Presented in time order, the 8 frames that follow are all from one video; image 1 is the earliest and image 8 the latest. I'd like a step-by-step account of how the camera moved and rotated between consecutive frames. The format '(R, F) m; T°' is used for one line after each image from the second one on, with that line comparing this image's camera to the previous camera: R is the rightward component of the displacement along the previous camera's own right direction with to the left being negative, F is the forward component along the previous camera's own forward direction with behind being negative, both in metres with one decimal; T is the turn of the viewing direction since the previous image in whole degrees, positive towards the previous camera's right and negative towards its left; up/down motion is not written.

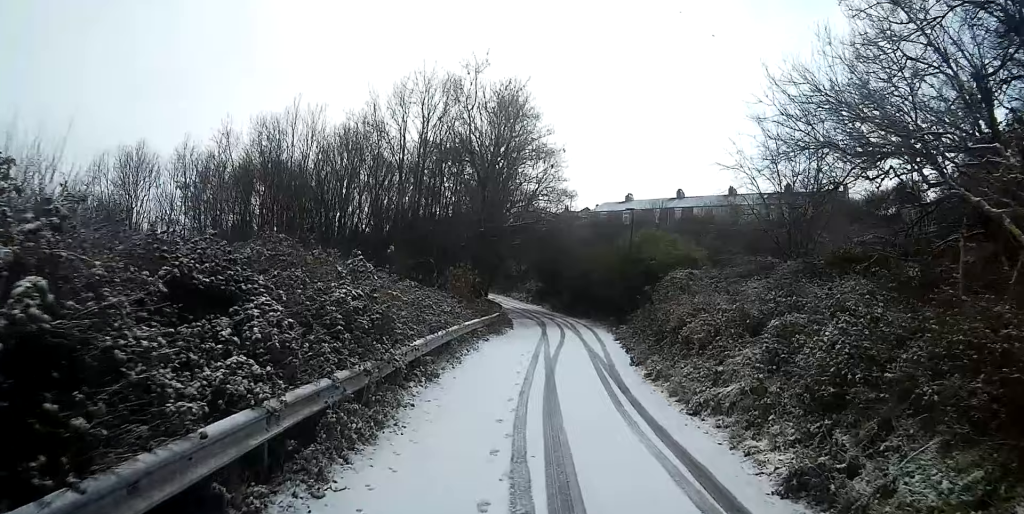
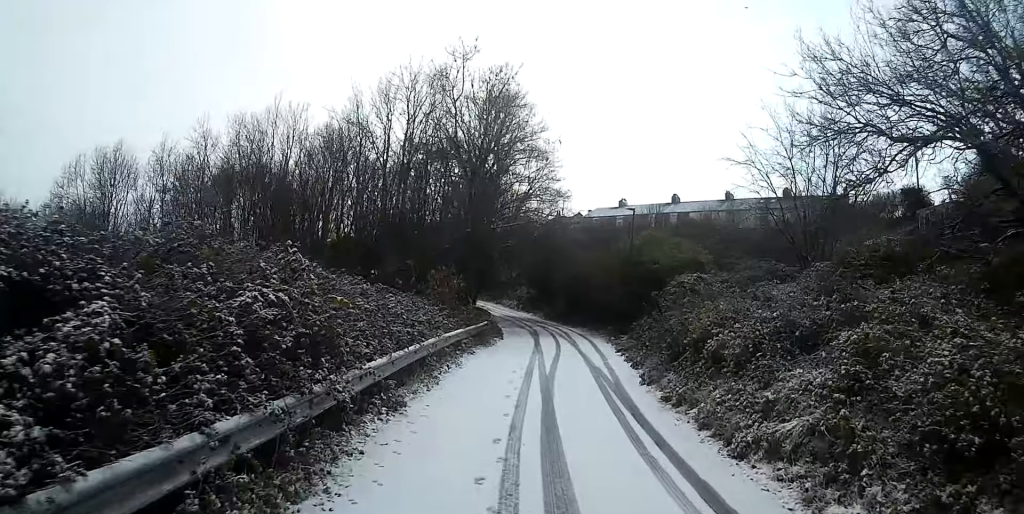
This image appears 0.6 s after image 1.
(-0.1, +2.6) m; -2°
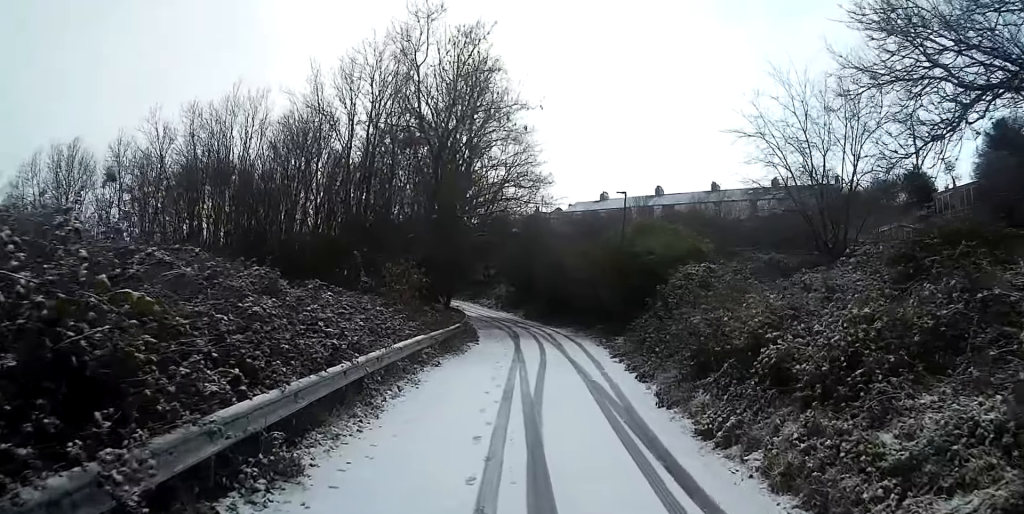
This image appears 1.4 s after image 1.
(-0.1, +3.7) m; -1°
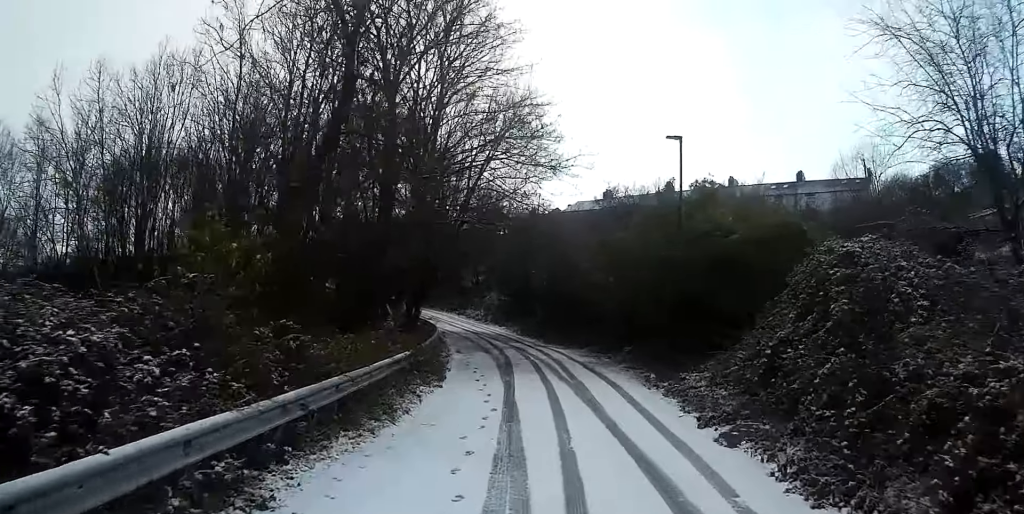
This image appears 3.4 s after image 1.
(+0.3, +9.7) m; +1°
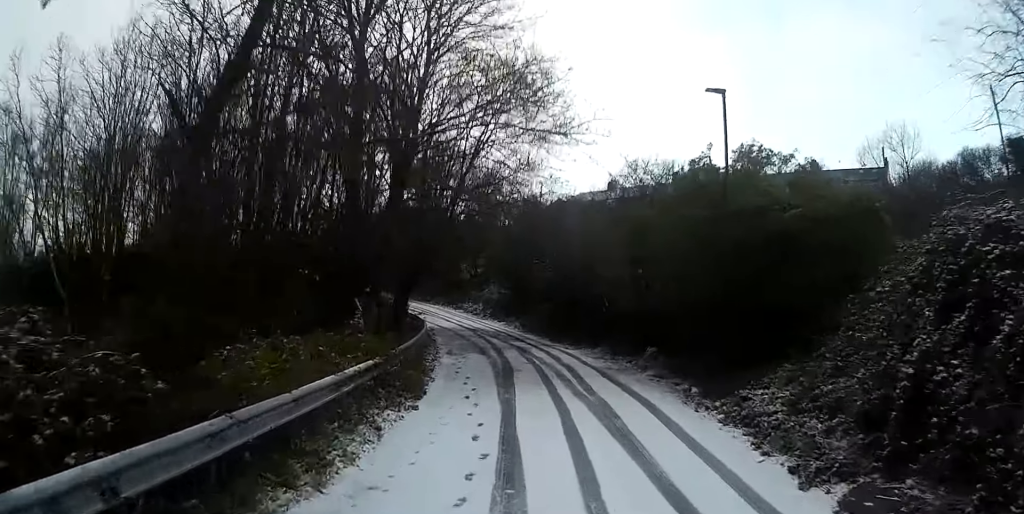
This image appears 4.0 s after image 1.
(0.0, +3.6) m; -1°
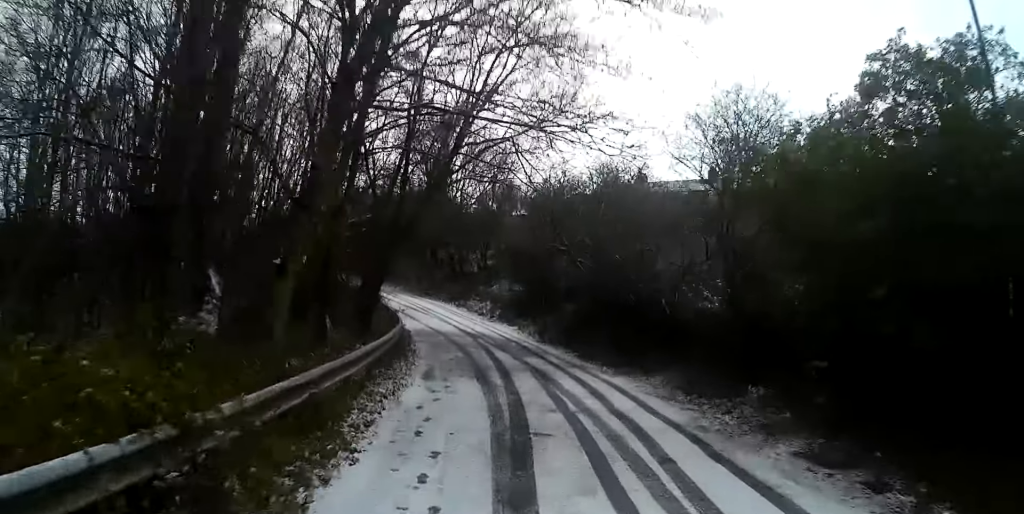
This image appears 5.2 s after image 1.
(-0.1, +7.7) m; -2°
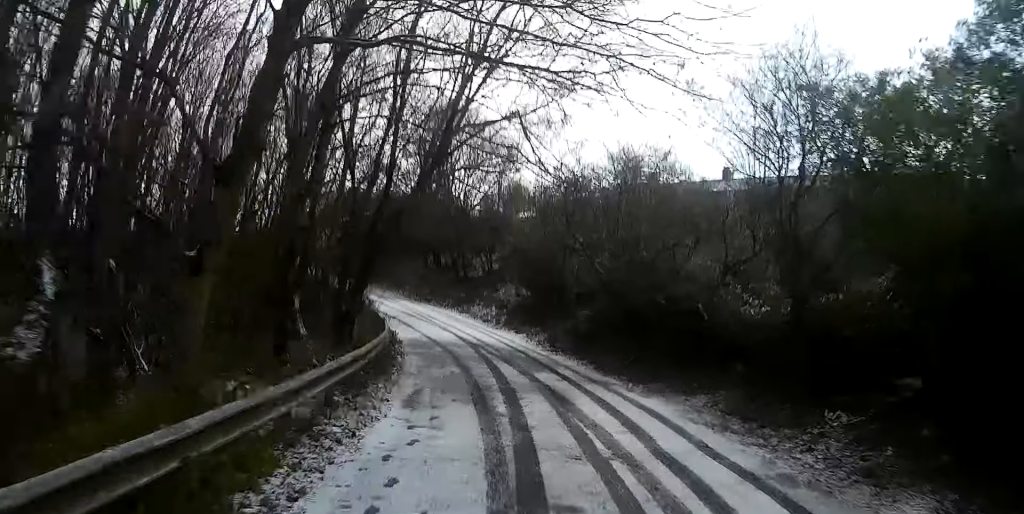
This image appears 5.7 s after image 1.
(0.0, +2.9) m; 0°
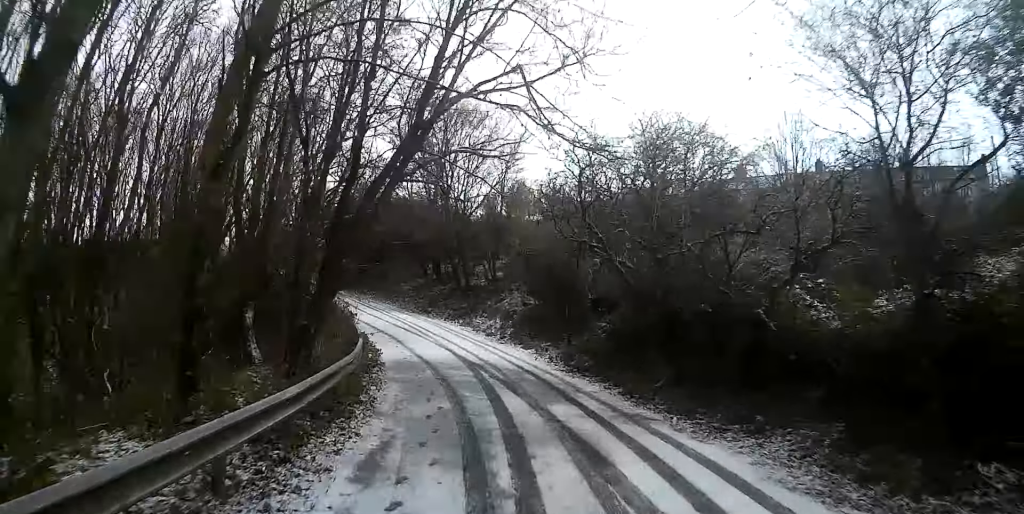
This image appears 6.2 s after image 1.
(0.0, +3.5) m; 0°
